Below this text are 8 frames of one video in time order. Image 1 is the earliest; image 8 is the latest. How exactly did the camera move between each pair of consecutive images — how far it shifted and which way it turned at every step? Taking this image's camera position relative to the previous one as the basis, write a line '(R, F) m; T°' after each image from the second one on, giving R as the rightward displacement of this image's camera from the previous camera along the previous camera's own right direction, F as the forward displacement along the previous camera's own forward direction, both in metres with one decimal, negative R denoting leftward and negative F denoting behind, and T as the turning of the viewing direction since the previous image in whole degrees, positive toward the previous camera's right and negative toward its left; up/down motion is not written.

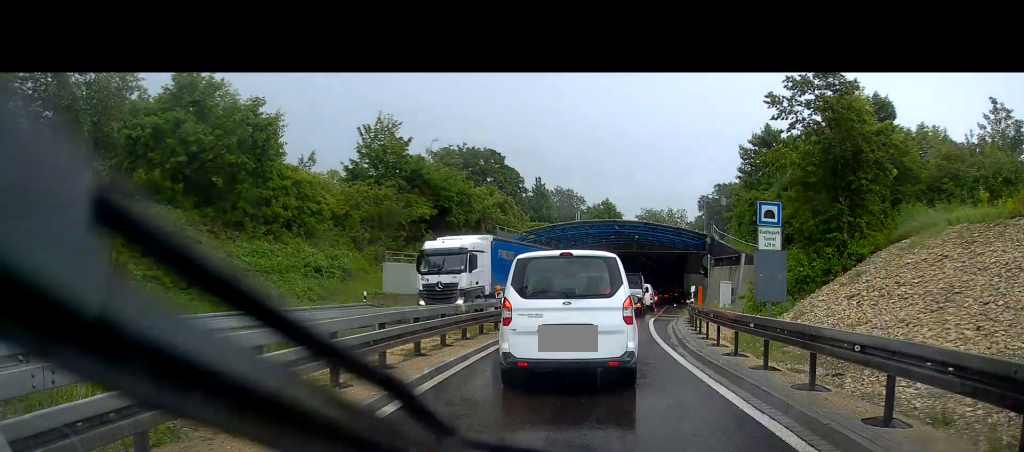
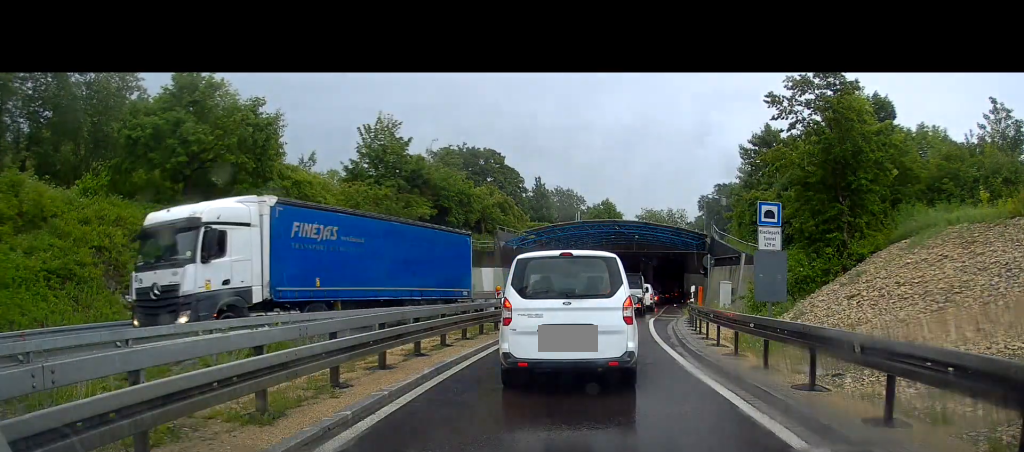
(0.0, 0.0) m; 0°
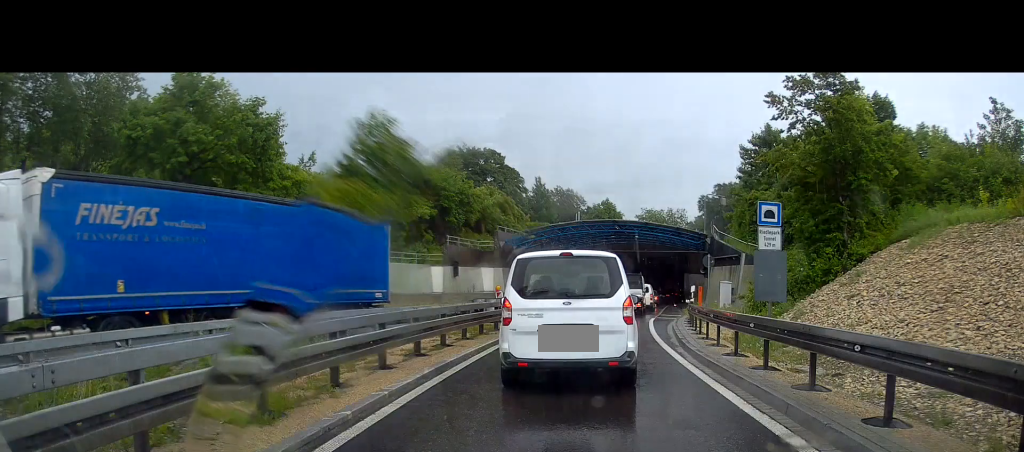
(0.0, 0.0) m; 0°
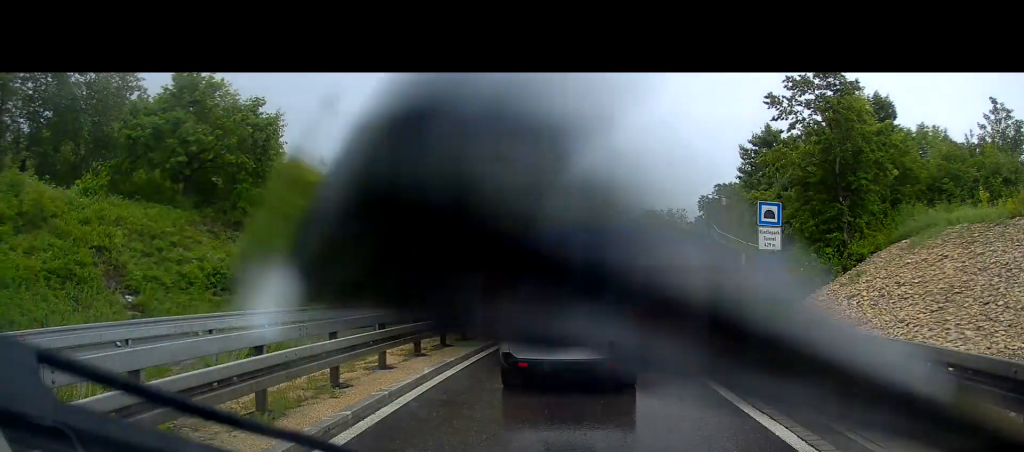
(0.0, 0.0) m; 0°
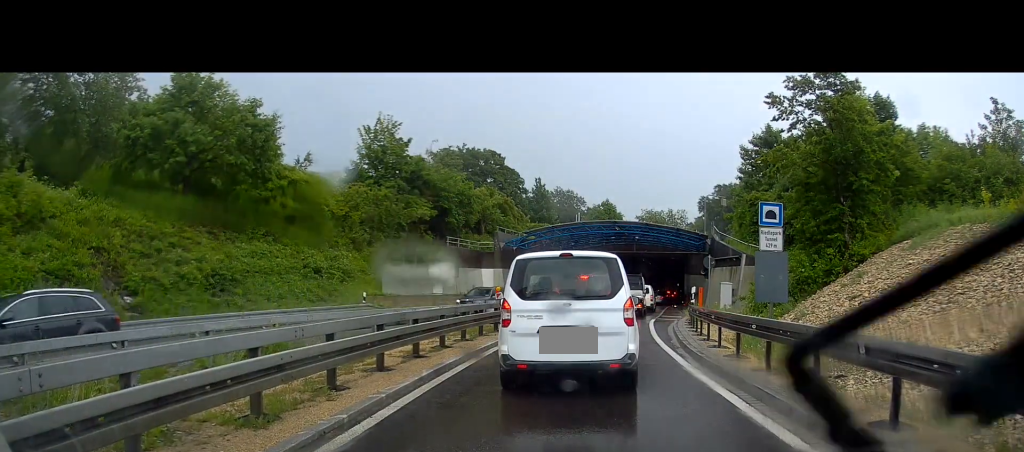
(0.0, 0.0) m; 0°
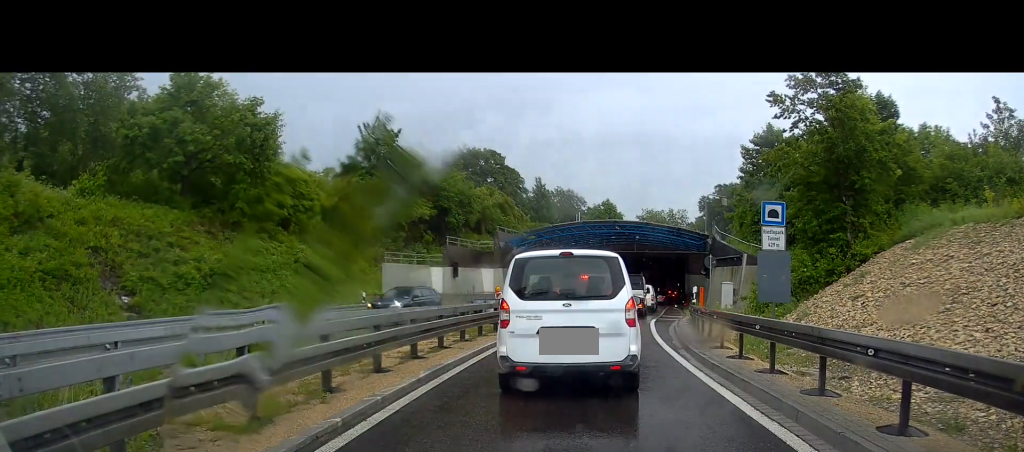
(0.0, 0.0) m; 0°
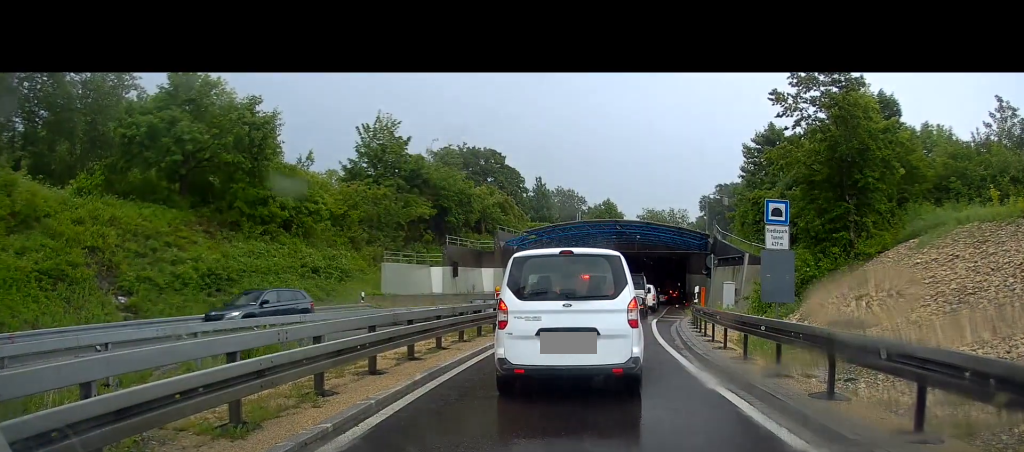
(0.0, +0.1) m; 0°
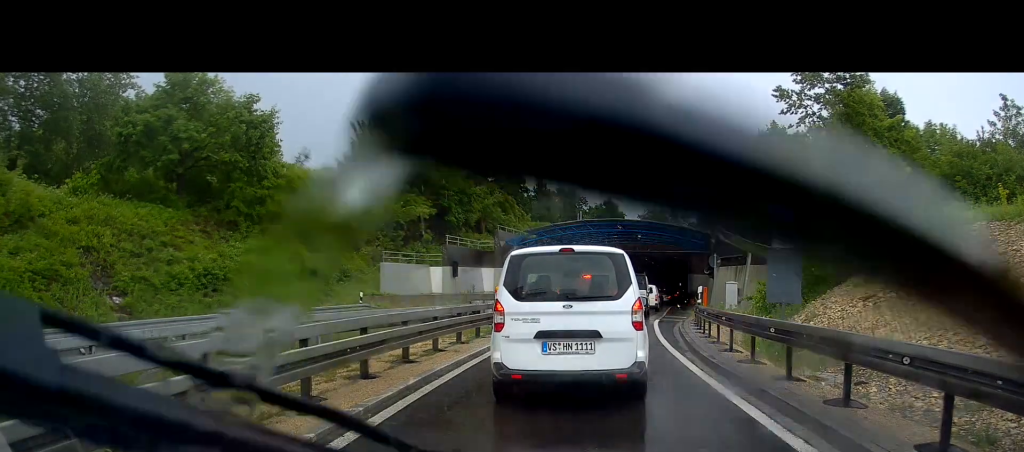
(+0.1, +0.2) m; 0°
